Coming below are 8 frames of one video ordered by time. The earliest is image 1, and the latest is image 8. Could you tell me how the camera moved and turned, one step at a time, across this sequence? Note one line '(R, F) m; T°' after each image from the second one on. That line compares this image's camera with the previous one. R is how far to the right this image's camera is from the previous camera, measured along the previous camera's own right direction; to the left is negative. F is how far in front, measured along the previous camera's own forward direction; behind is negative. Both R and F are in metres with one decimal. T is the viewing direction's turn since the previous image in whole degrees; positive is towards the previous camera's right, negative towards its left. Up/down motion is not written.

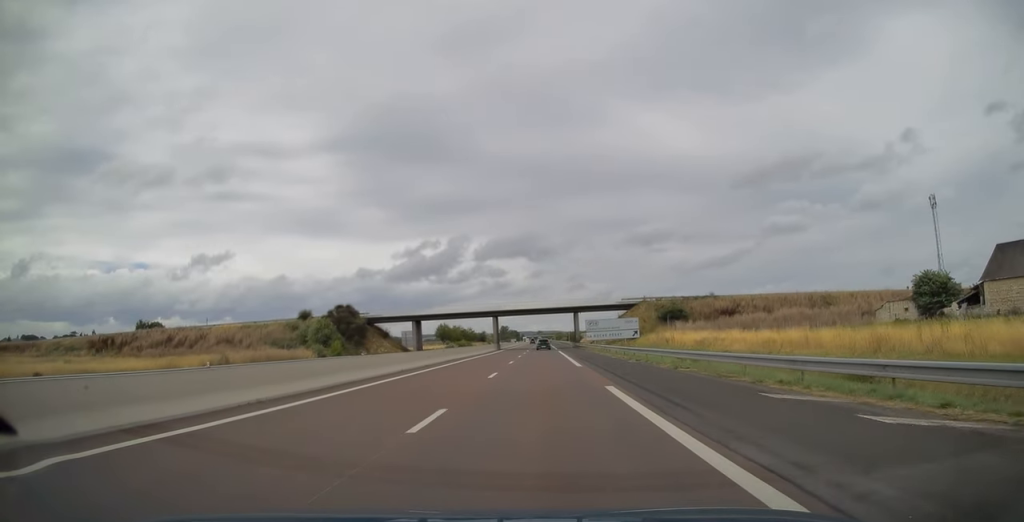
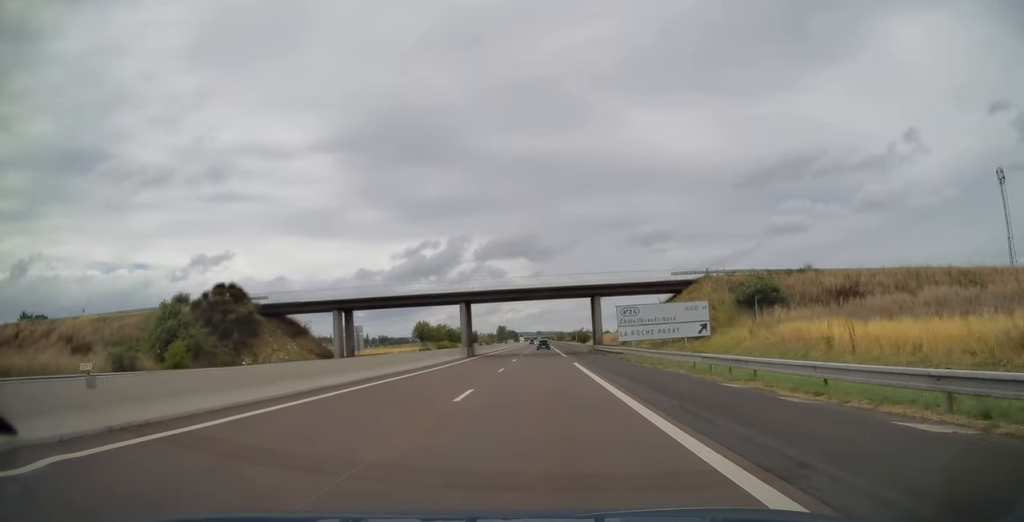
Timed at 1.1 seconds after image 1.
(0.0, +34.5) m; 0°
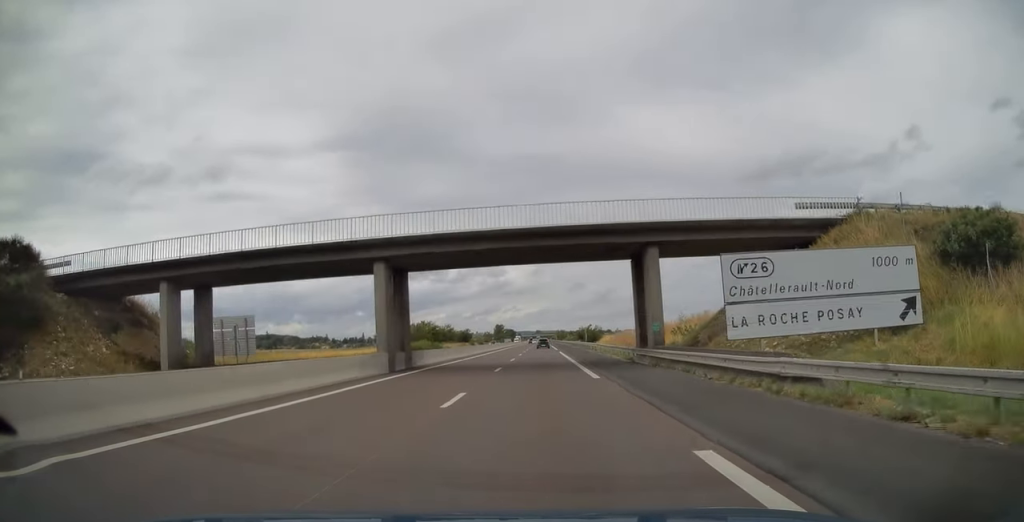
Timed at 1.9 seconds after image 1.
(0.0, +27.6) m; 0°
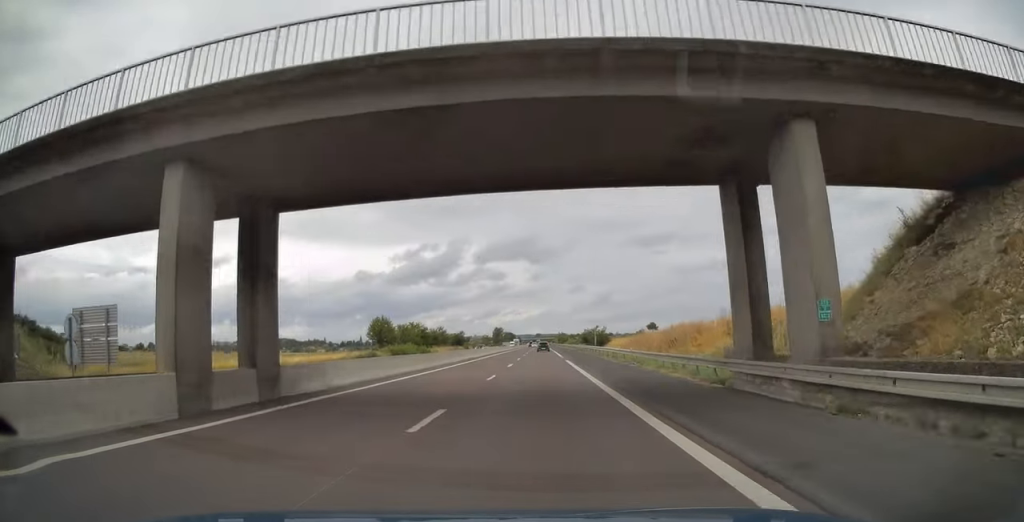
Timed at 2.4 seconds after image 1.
(0.0, +16.2) m; 0°
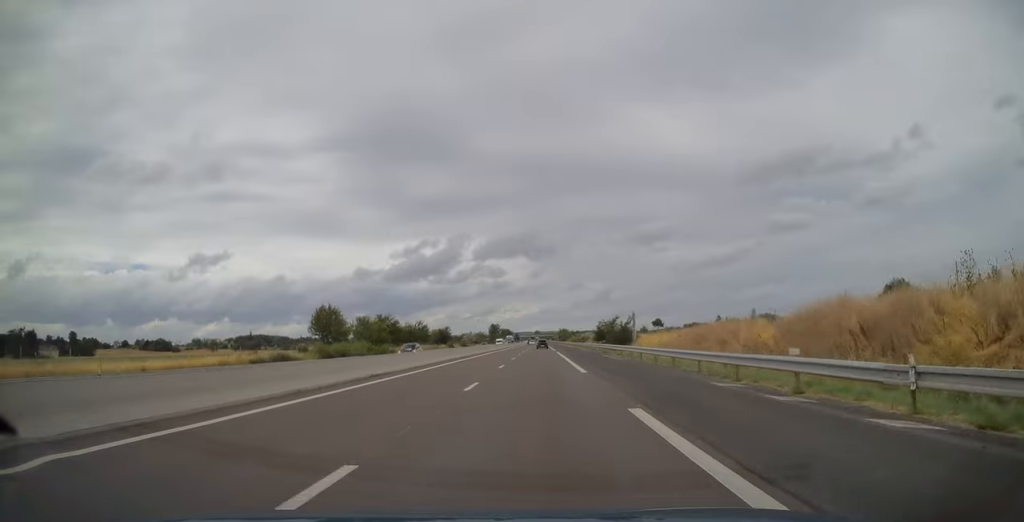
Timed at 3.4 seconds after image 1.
(+0.2, +31.8) m; 0°
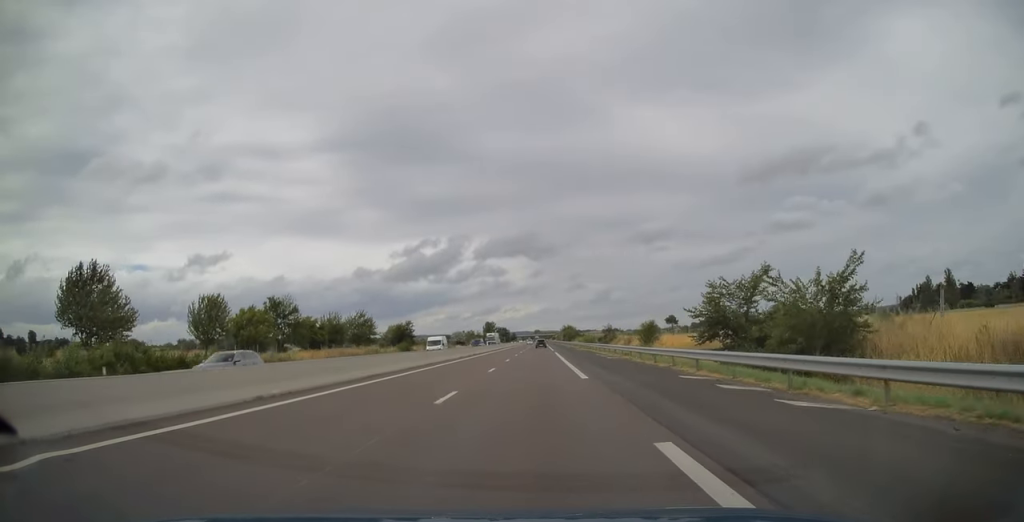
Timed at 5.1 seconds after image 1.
(-0.2, +55.5) m; 0°
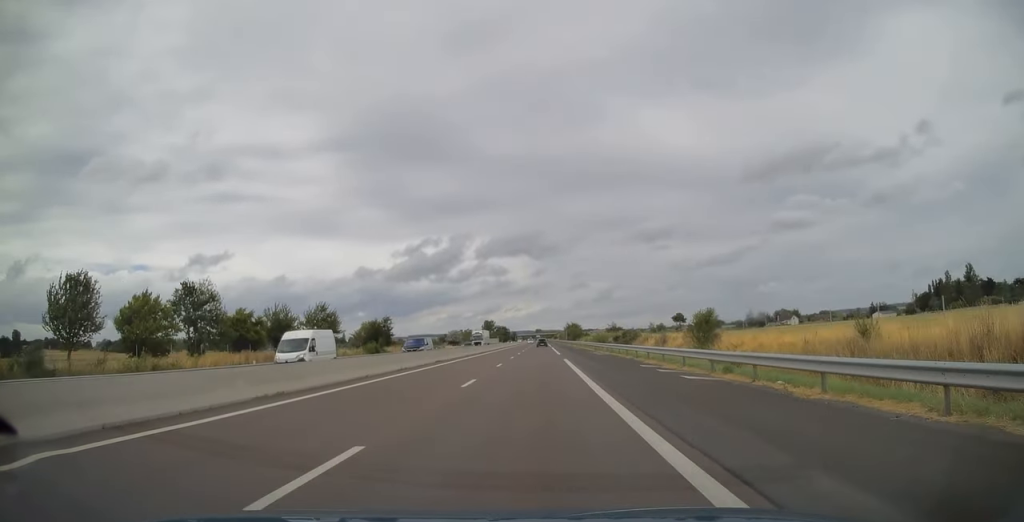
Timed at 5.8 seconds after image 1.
(0.0, +21.5) m; 0°
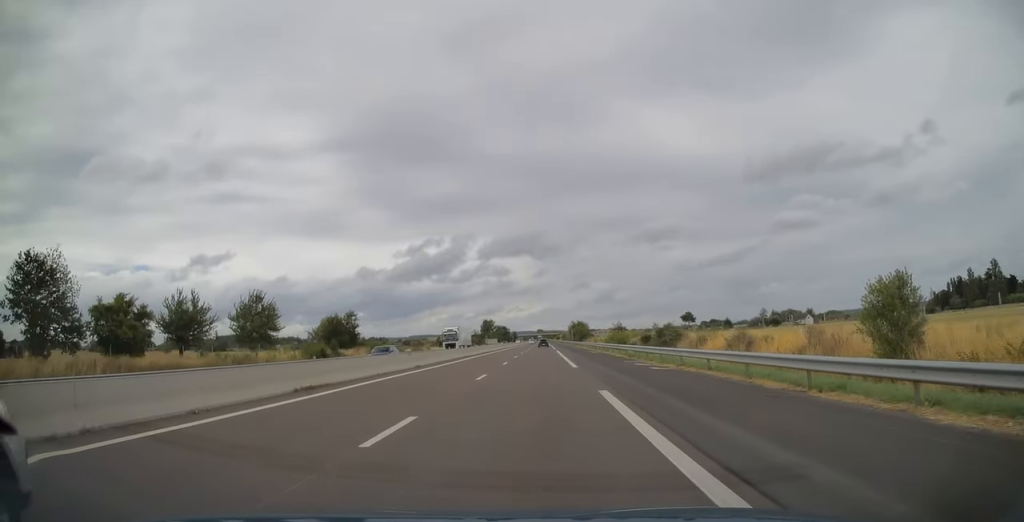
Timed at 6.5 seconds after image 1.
(-0.1, +23.1) m; 0°
